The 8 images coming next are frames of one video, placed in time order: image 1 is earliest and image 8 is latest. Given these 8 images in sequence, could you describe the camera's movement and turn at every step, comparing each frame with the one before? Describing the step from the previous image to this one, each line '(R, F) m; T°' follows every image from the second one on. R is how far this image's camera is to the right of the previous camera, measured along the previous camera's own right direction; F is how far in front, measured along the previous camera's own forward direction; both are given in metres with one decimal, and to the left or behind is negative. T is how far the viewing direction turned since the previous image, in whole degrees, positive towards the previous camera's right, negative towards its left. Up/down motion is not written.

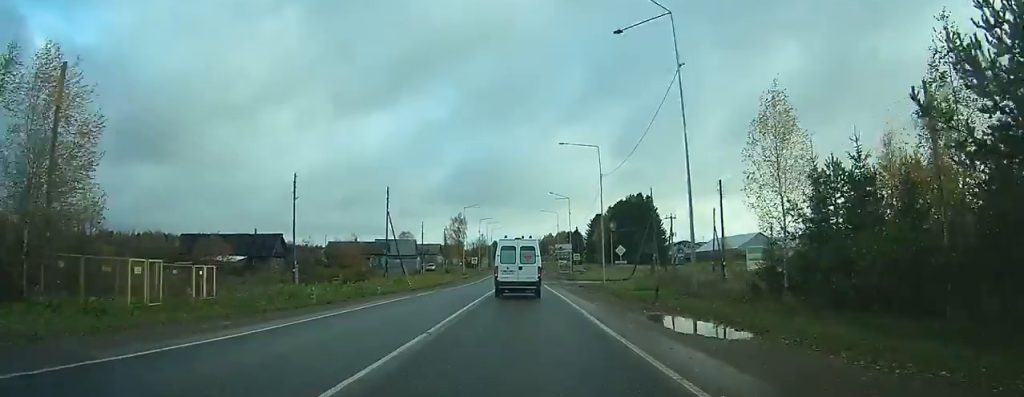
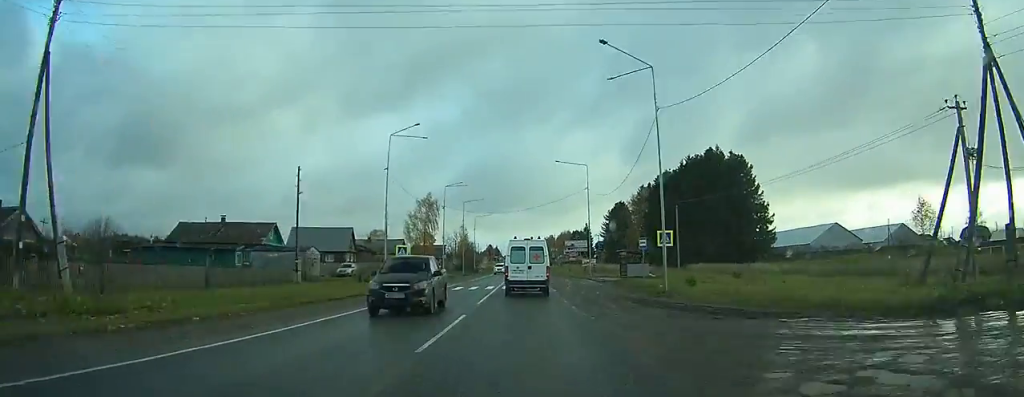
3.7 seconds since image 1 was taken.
(+0.1, +59.6) m; 0°
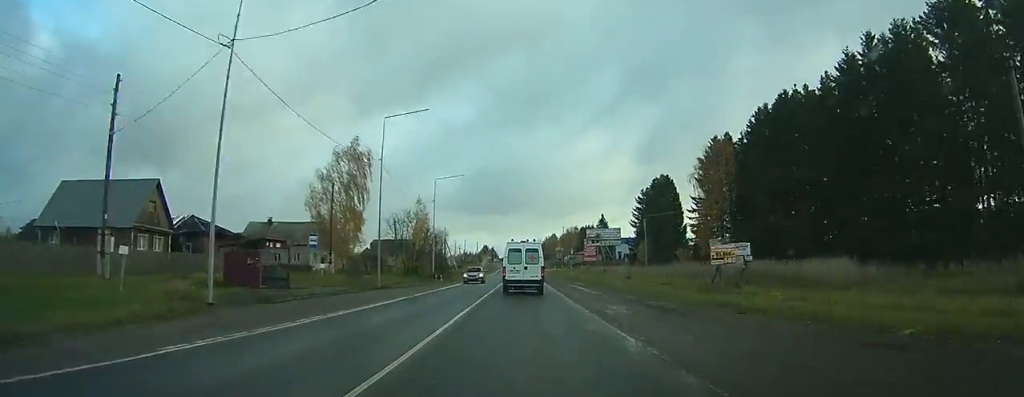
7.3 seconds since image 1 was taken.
(-0.6, +56.8) m; 0°
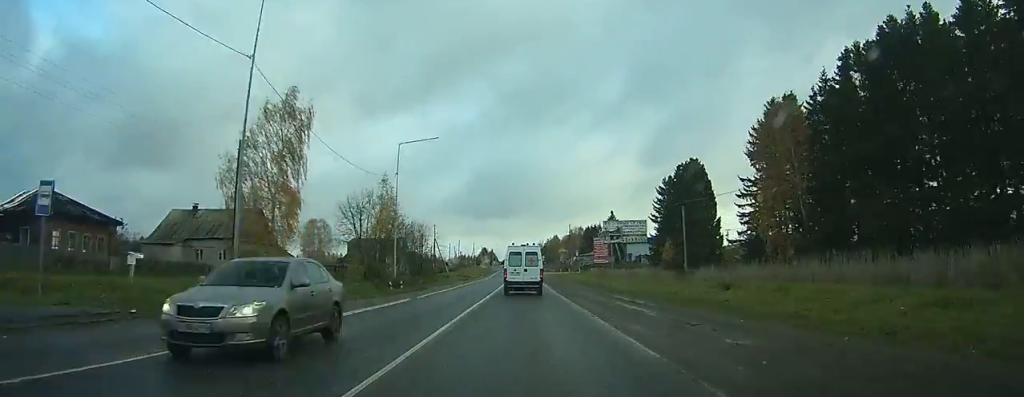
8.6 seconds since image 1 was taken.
(+0.1, +21.6) m; 0°
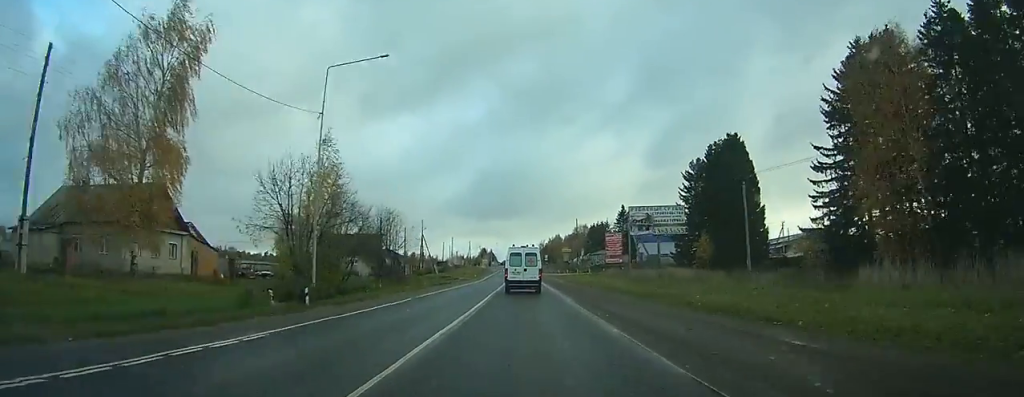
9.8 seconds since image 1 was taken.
(0.0, +19.5) m; 0°
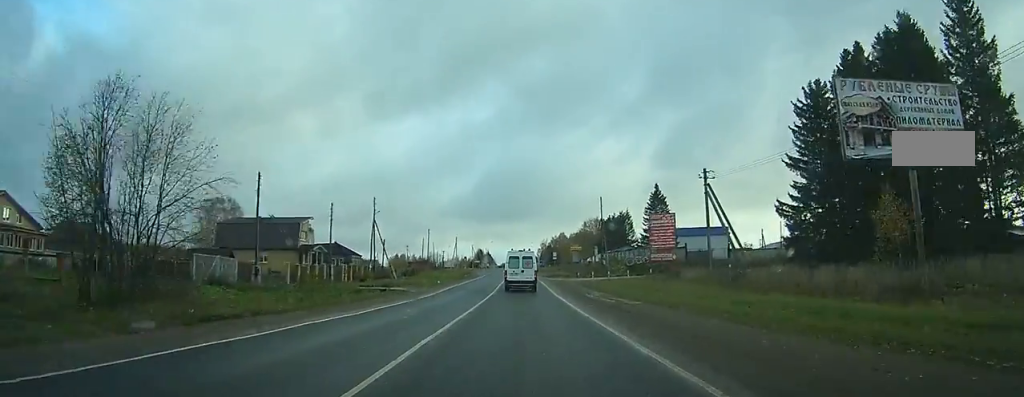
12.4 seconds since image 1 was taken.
(0.0, +42.9) m; 0°
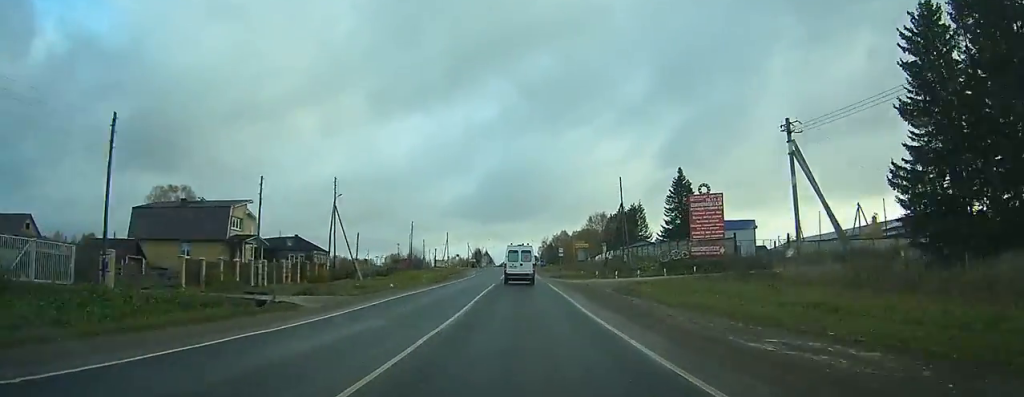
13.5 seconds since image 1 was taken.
(0.0, +19.0) m; 0°
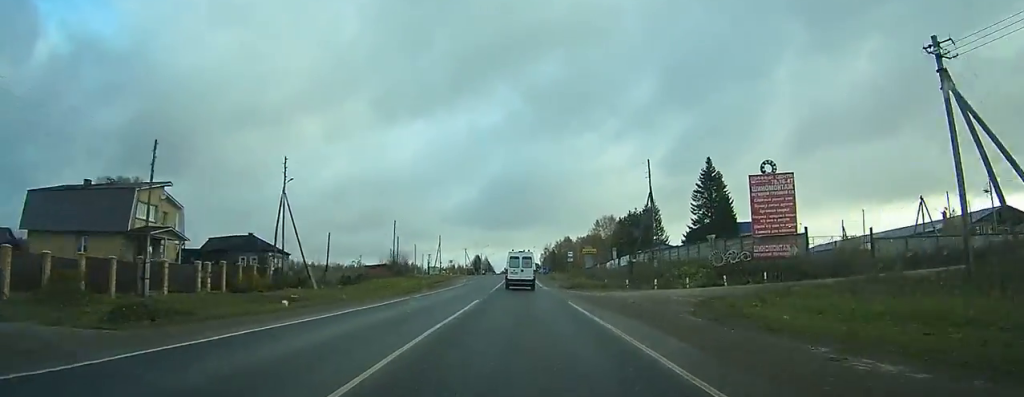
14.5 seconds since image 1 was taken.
(0.0, +16.0) m; 0°
